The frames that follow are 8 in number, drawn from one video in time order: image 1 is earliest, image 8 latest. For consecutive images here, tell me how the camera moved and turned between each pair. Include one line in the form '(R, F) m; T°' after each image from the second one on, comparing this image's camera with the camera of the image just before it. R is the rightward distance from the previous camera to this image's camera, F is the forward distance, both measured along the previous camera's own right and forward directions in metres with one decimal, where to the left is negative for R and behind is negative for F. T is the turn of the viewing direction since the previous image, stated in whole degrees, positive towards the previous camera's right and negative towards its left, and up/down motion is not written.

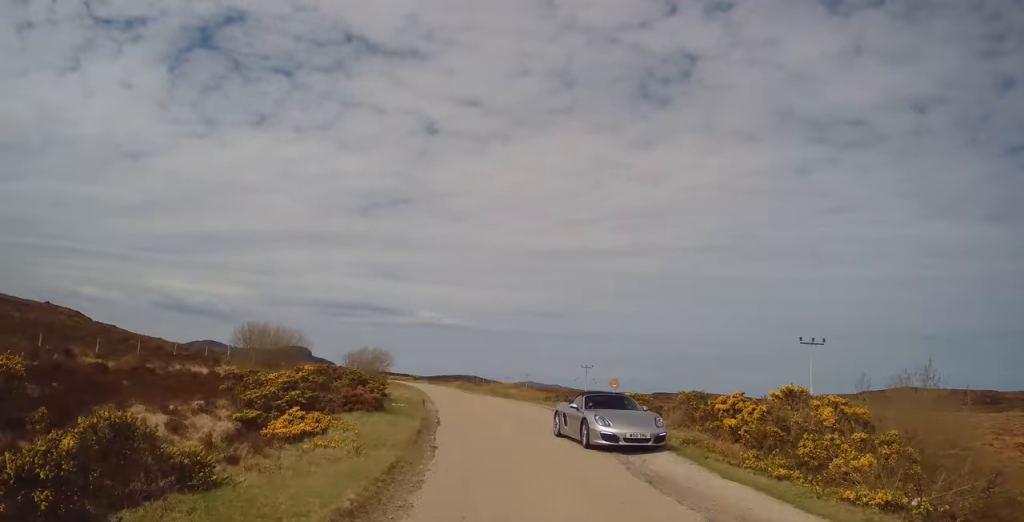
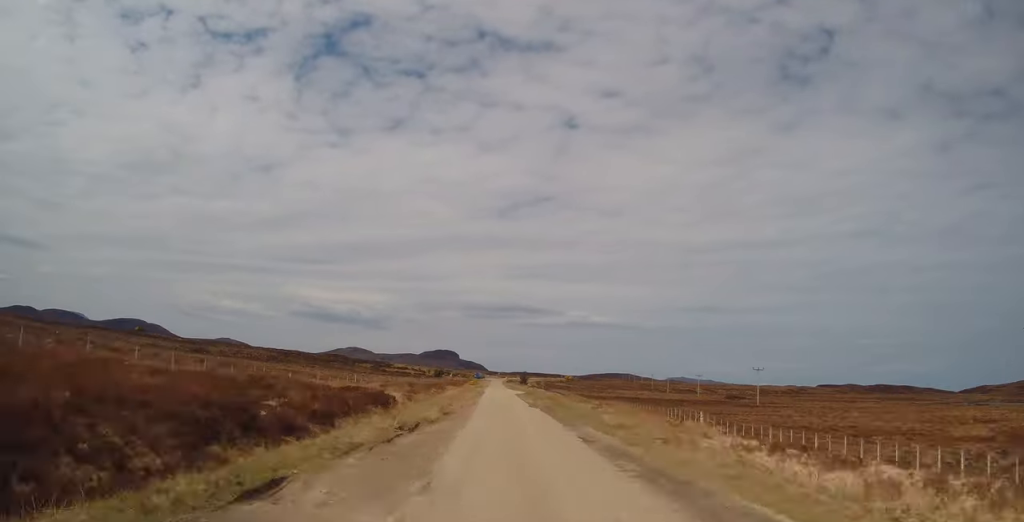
(-13.2, +79.5) m; -9°
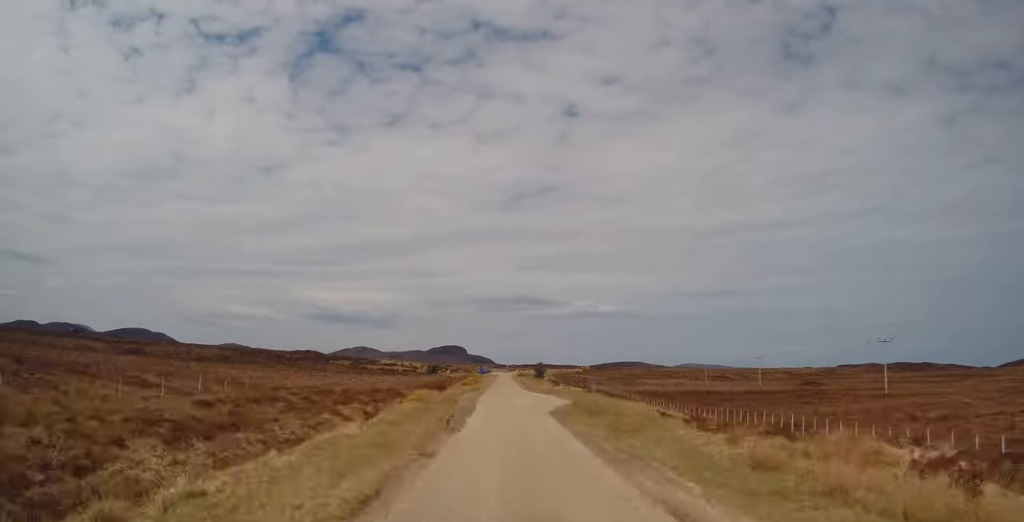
(+0.9, +38.0) m; +1°
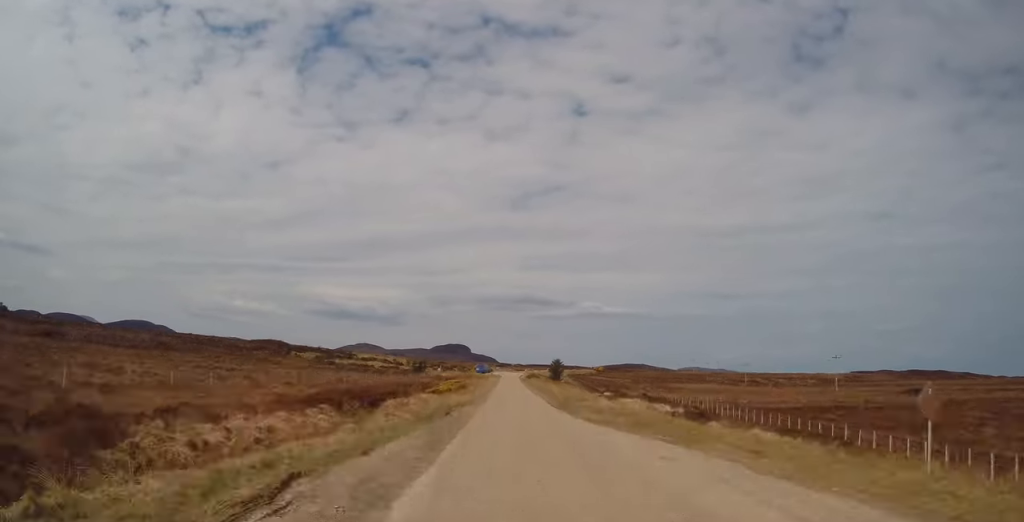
(+3.8, +32.4) m; +2°
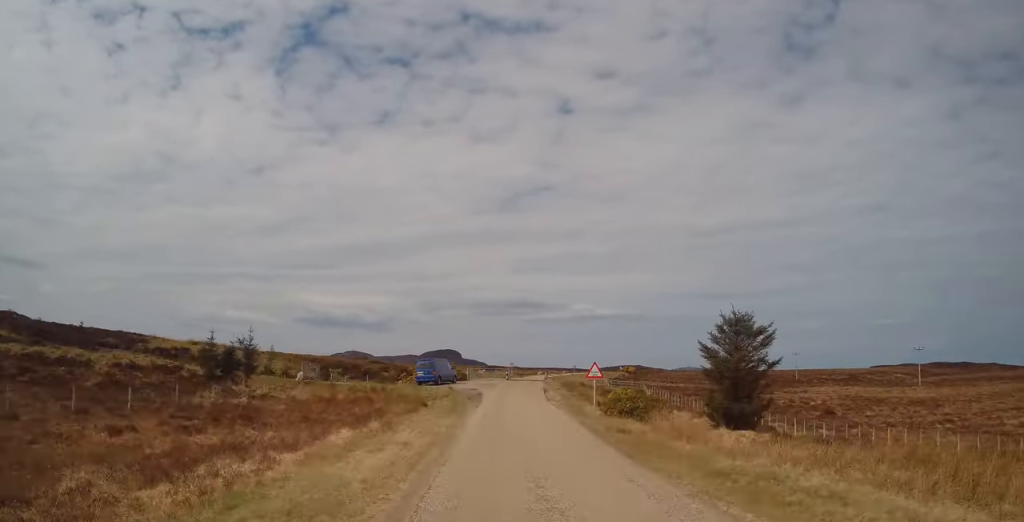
(-4.5, +84.4) m; -2°
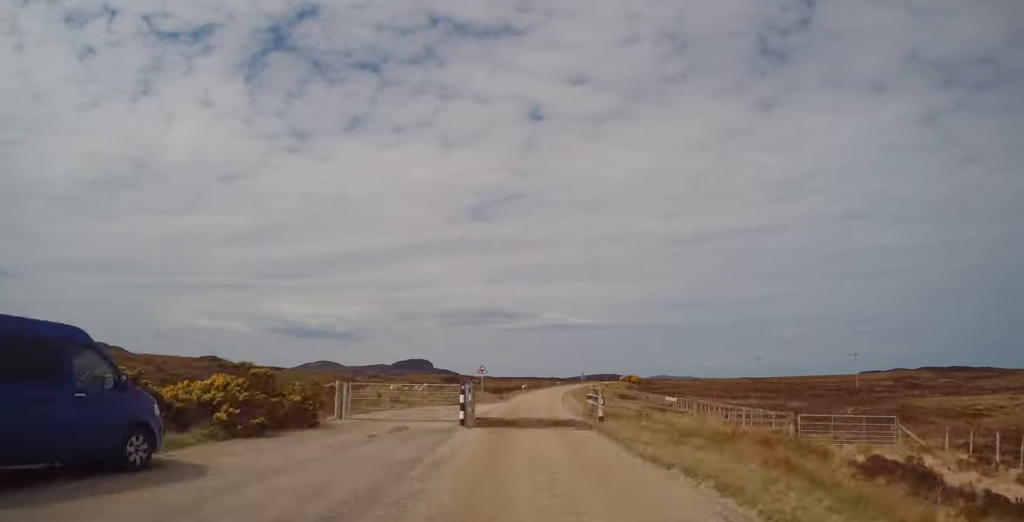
(+0.5, +44.7) m; +4°
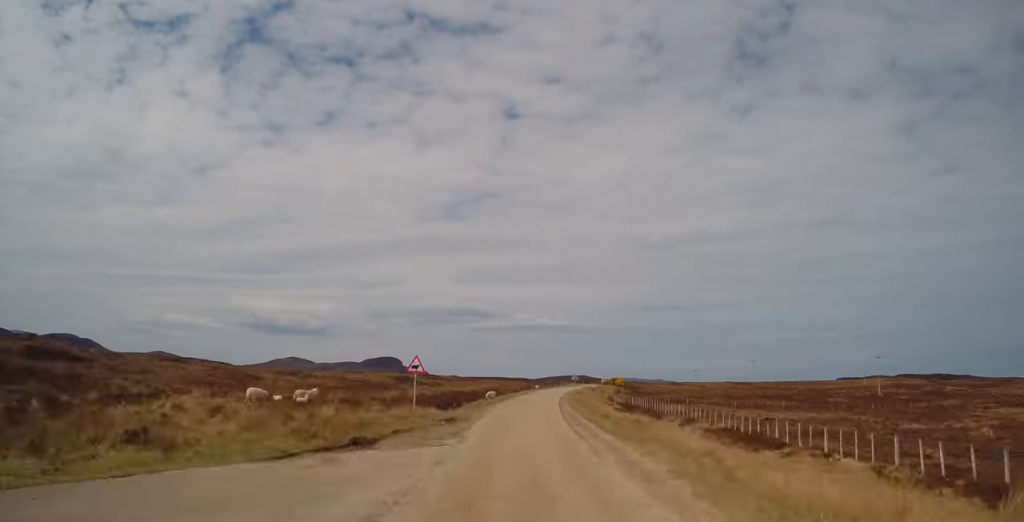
(+0.9, +21.5) m; +2°
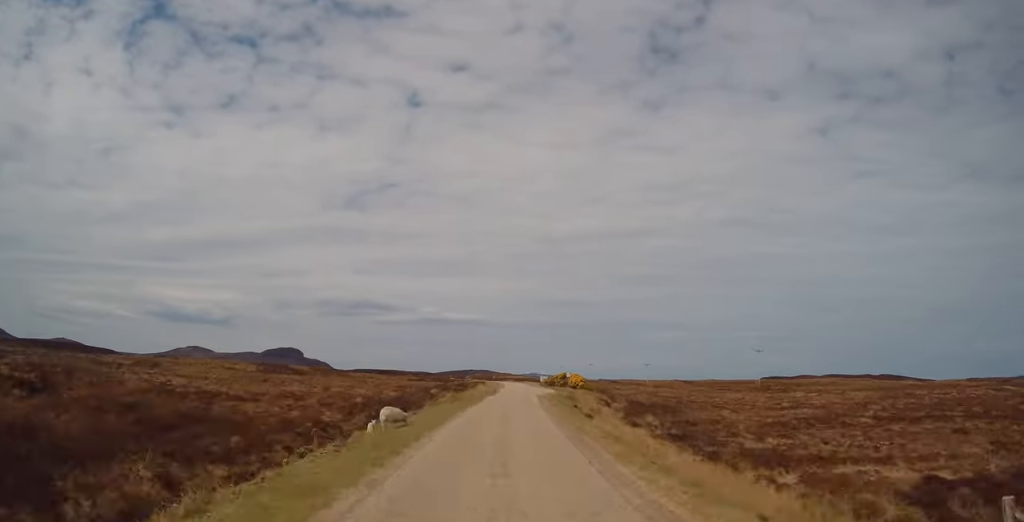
(+4.7, +73.1) m; +6°
